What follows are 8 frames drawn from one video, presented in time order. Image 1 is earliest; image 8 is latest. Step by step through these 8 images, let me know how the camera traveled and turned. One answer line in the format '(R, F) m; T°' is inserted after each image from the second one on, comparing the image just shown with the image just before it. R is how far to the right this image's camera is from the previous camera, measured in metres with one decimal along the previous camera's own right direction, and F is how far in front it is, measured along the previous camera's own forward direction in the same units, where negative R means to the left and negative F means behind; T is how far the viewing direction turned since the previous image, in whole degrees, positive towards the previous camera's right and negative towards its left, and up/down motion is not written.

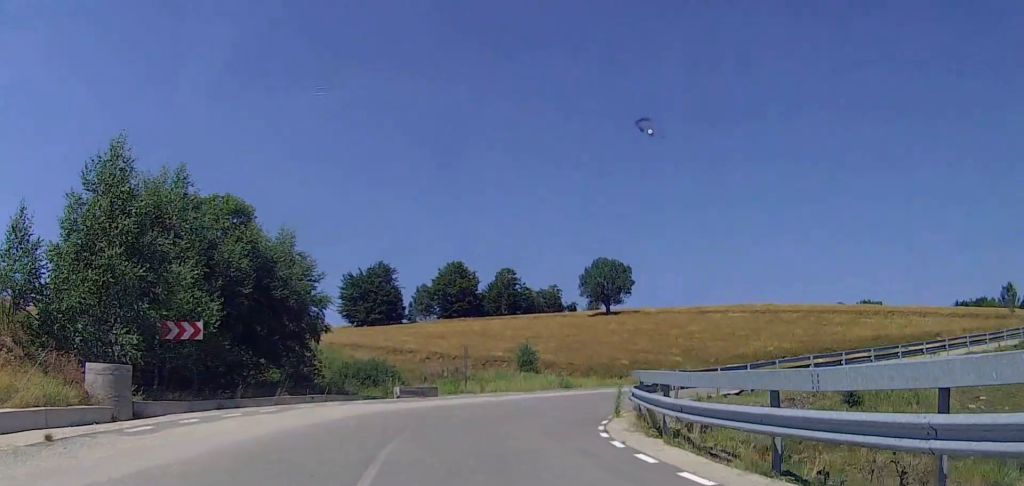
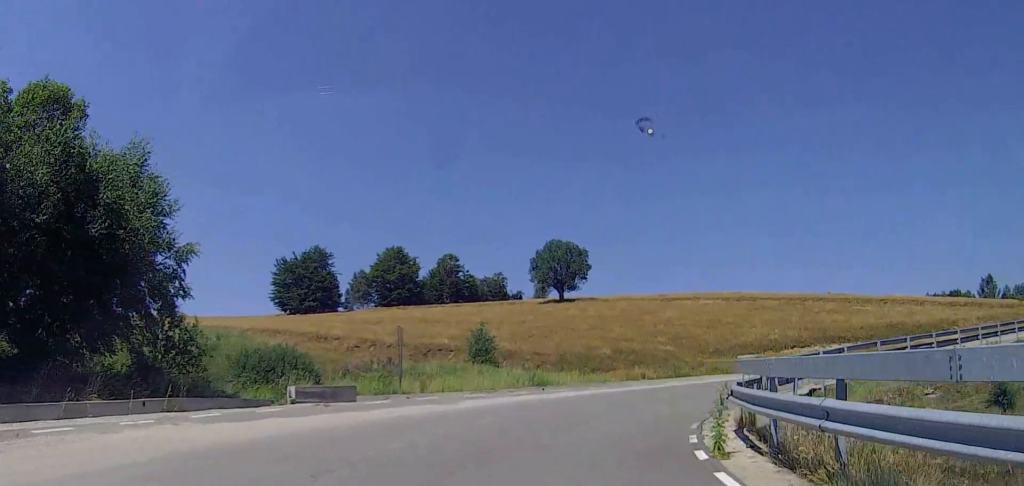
(-0.1, +9.7) m; 0°
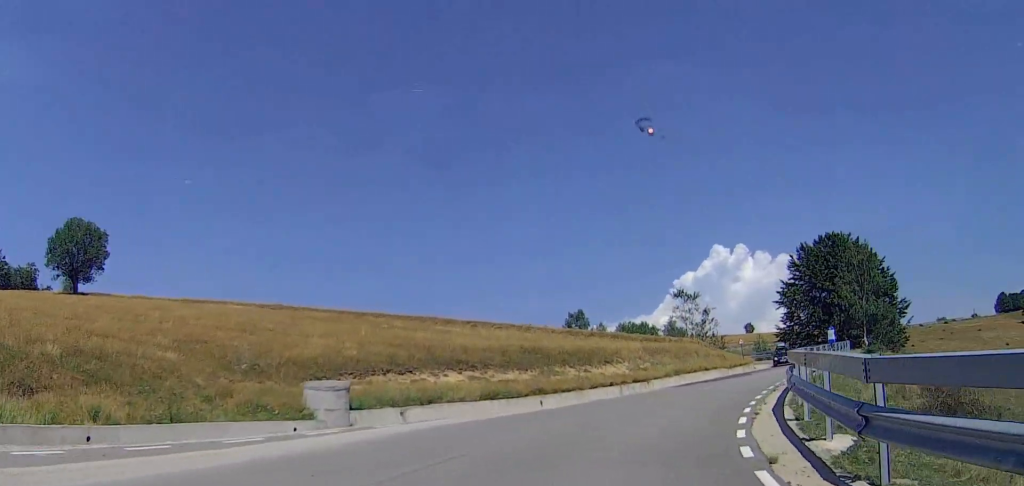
(+4.8, +19.0) m; +41°
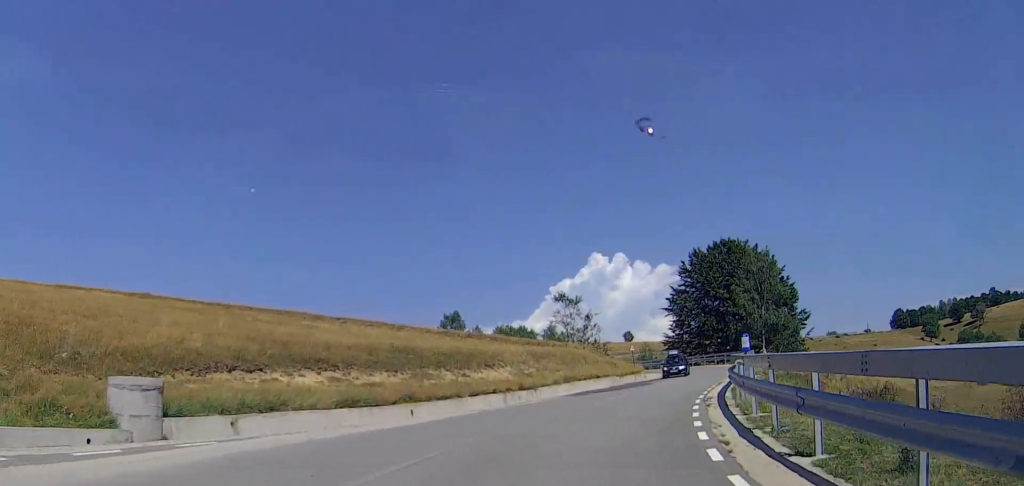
(+0.7, +4.2) m; +7°
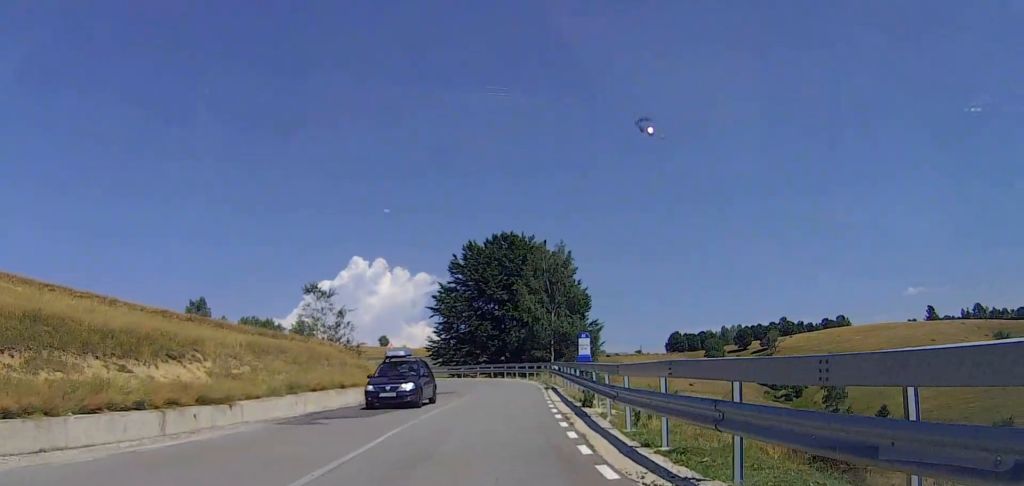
(+2.0, +13.2) m; +12°
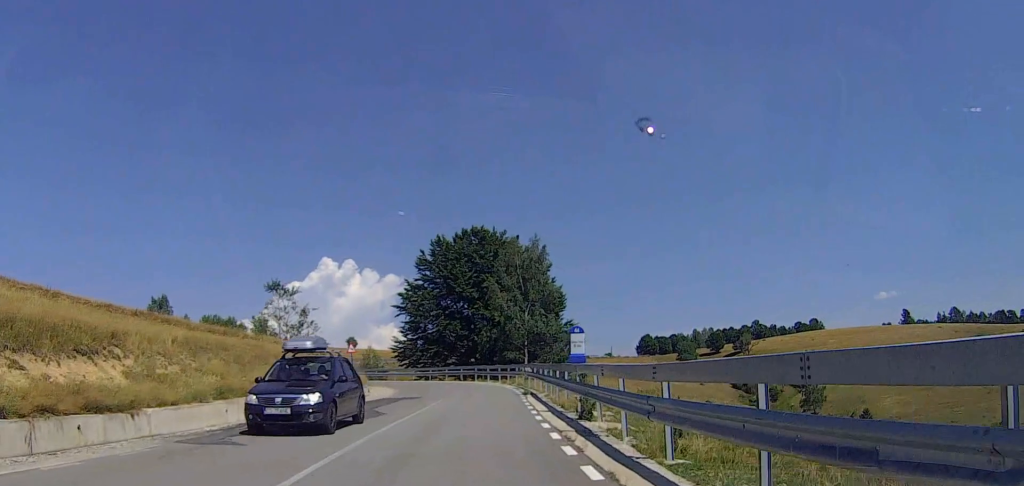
(+0.1, +4.2) m; +4°
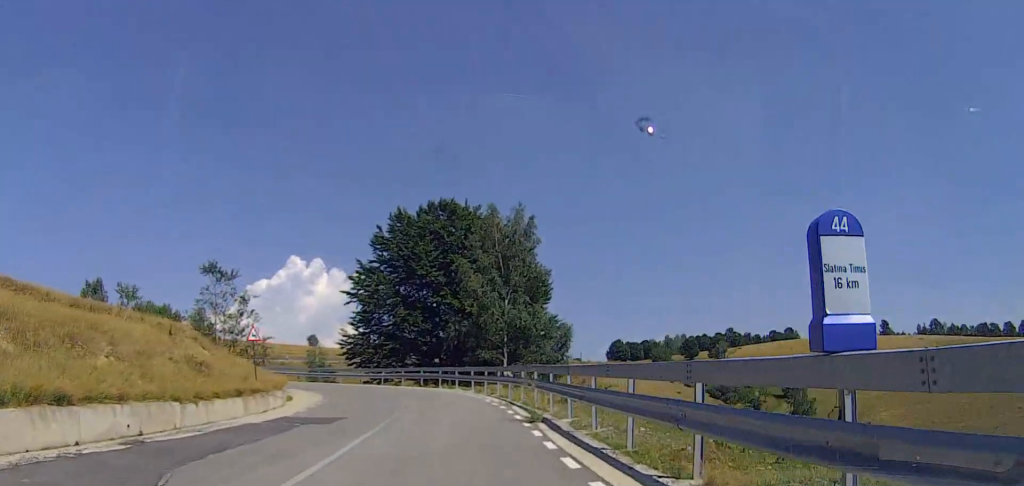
(+1.4, +13.0) m; +11°
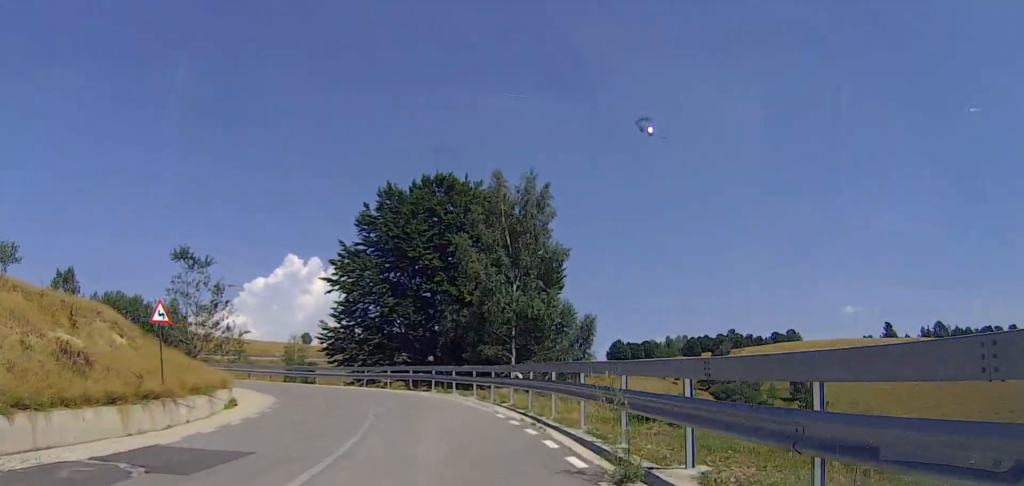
(+0.4, +8.5) m; -2°
